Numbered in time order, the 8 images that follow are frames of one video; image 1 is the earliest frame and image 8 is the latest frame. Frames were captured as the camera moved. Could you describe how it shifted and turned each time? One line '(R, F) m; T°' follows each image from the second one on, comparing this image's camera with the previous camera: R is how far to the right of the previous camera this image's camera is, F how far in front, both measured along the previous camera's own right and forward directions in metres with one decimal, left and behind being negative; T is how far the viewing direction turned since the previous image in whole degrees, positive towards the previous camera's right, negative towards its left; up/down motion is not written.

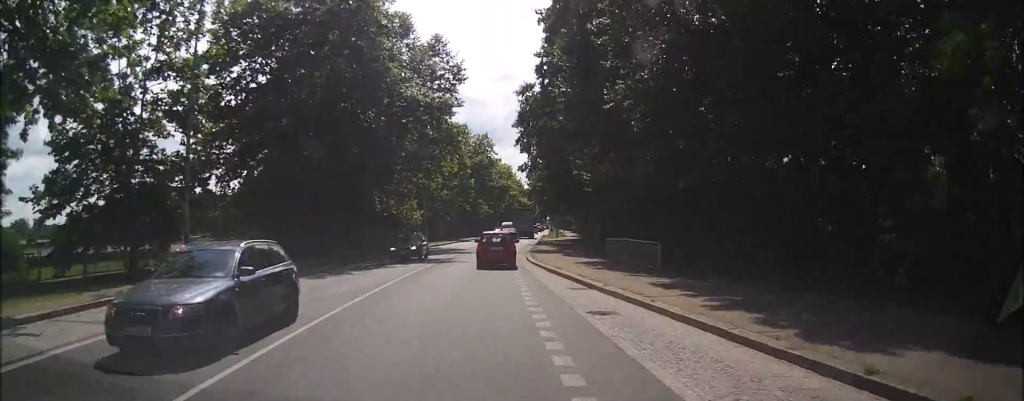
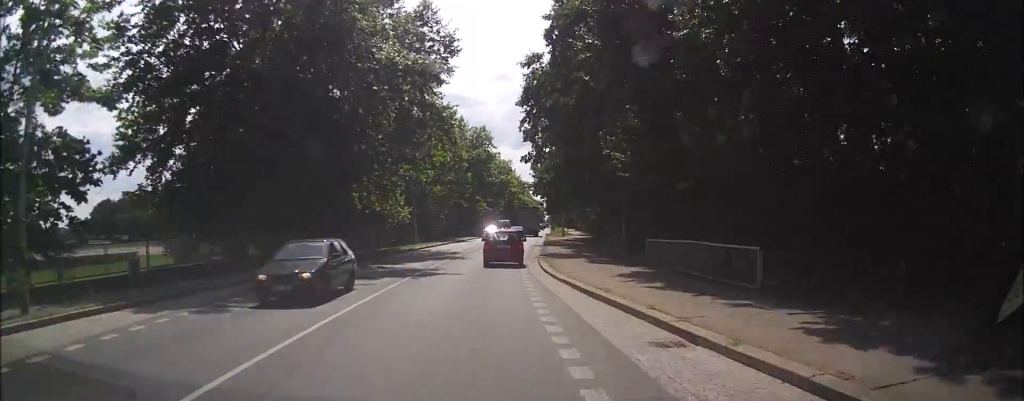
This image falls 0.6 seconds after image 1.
(-0.1, +8.8) m; +1°
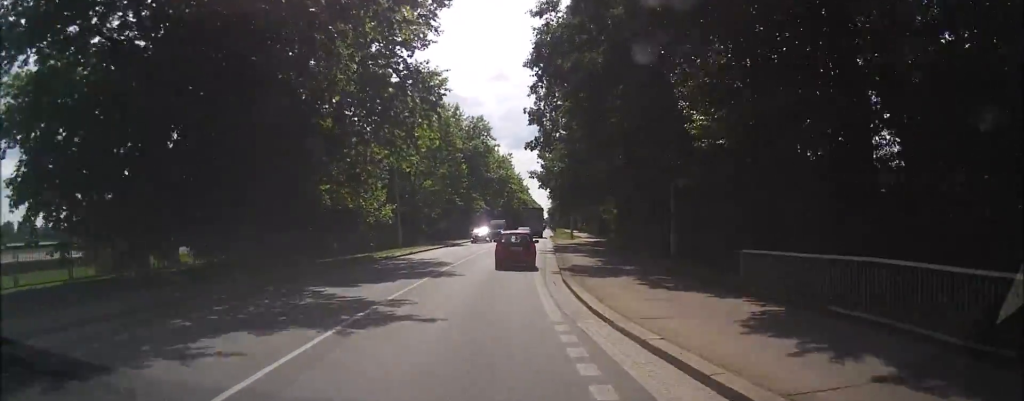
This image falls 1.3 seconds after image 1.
(+0.4, +9.8) m; +2°
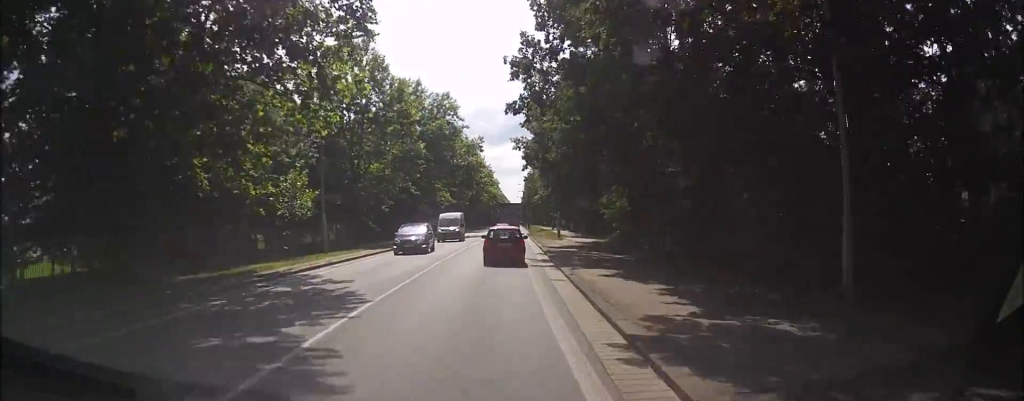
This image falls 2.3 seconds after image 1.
(+0.2, +15.2) m; +1°
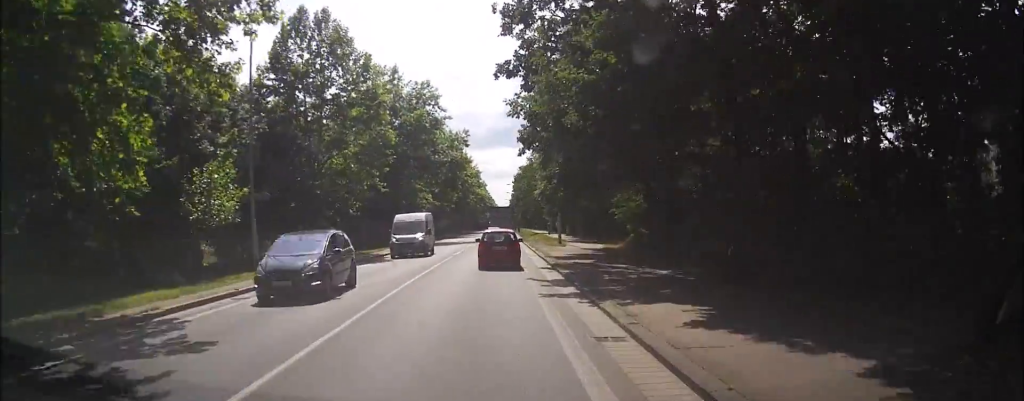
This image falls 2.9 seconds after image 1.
(0.0, +9.3) m; 0°
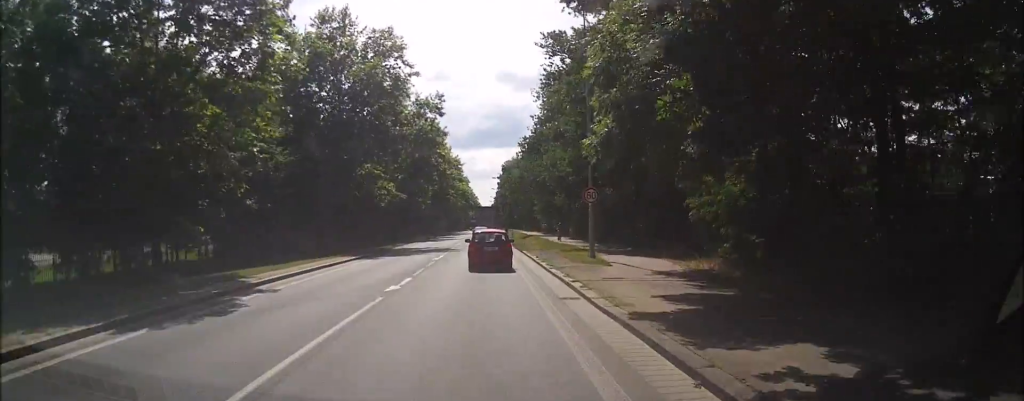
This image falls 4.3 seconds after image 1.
(0.0, +20.3) m; 0°
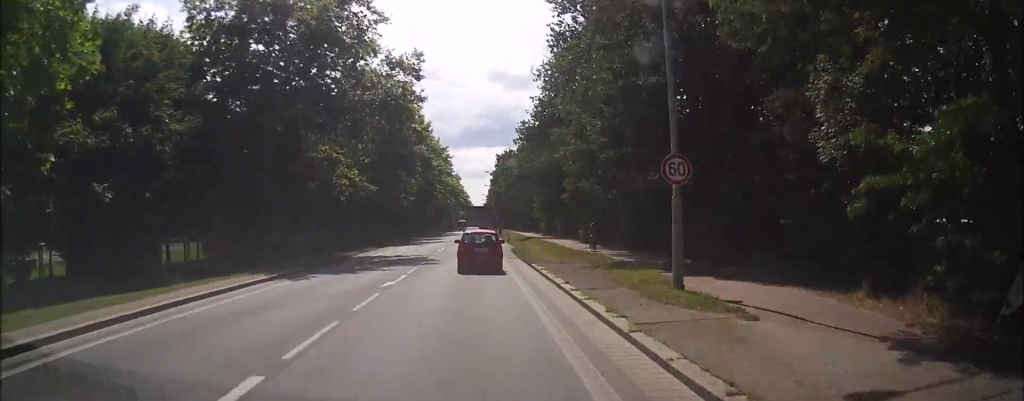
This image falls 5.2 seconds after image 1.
(0.0, +13.2) m; 0°
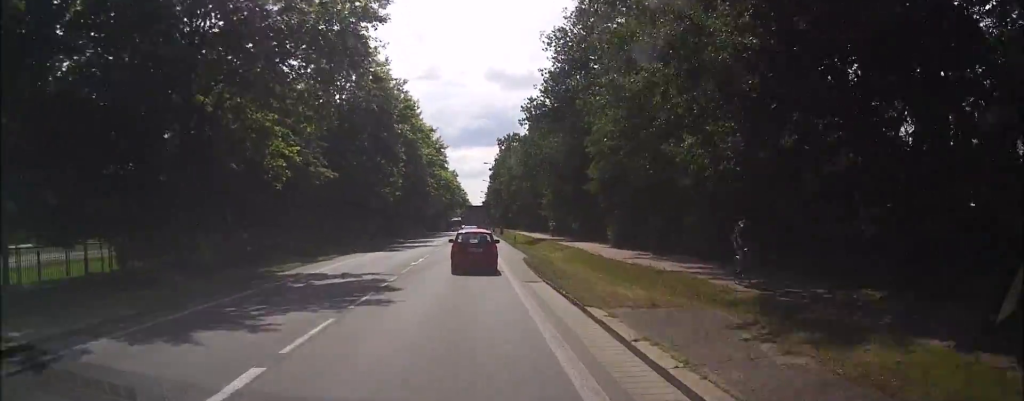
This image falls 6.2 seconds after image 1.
(0.0, +13.8) m; 0°
